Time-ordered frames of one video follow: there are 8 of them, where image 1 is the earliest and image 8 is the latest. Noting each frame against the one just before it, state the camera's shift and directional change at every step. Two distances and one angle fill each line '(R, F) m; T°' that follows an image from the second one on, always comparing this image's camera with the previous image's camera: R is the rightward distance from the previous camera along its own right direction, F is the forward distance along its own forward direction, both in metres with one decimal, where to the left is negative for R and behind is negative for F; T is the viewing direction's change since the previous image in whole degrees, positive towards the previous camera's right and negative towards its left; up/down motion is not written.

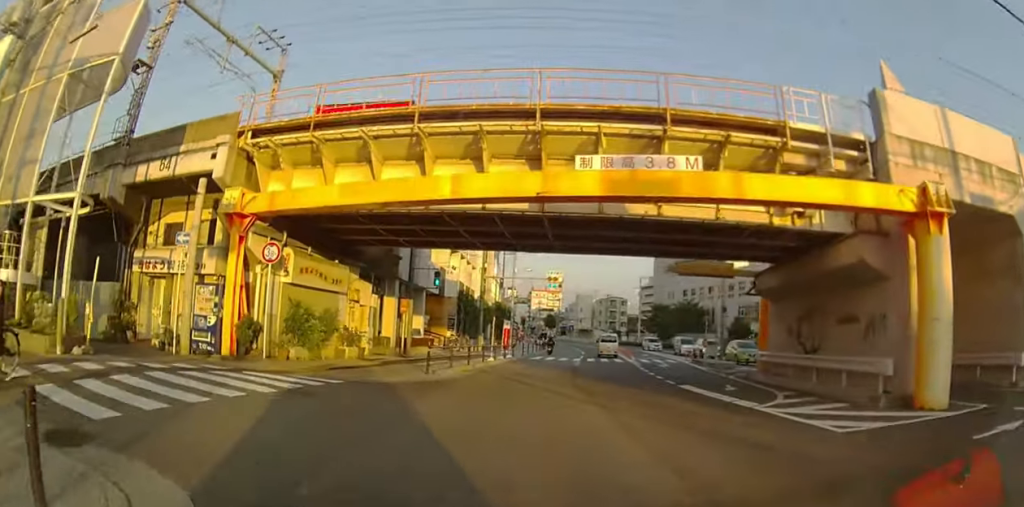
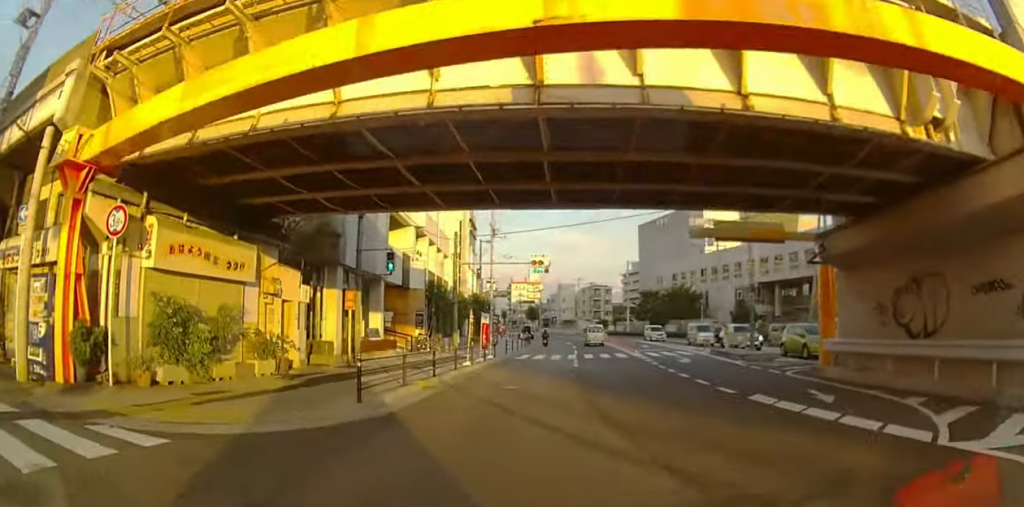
(0.0, +6.1) m; +3°
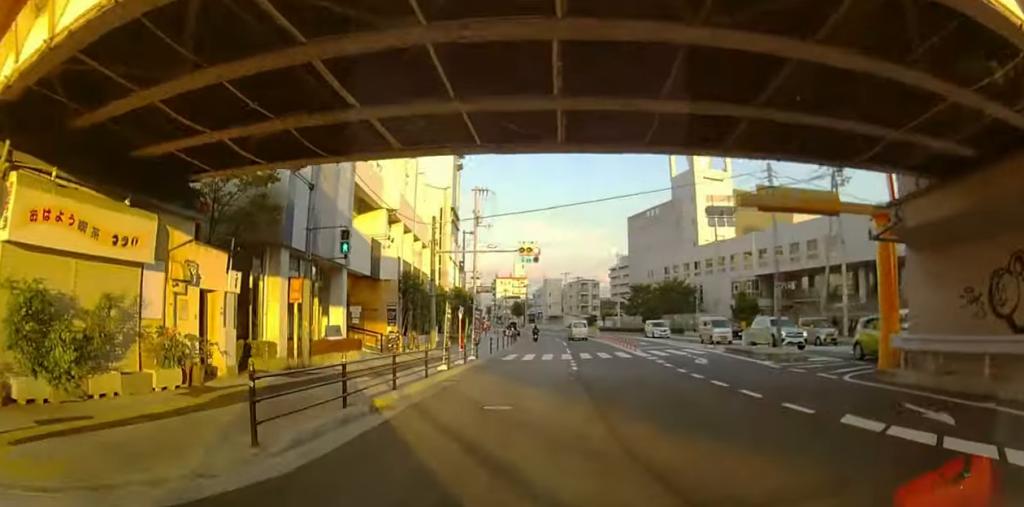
(+0.1, +3.7) m; +2°
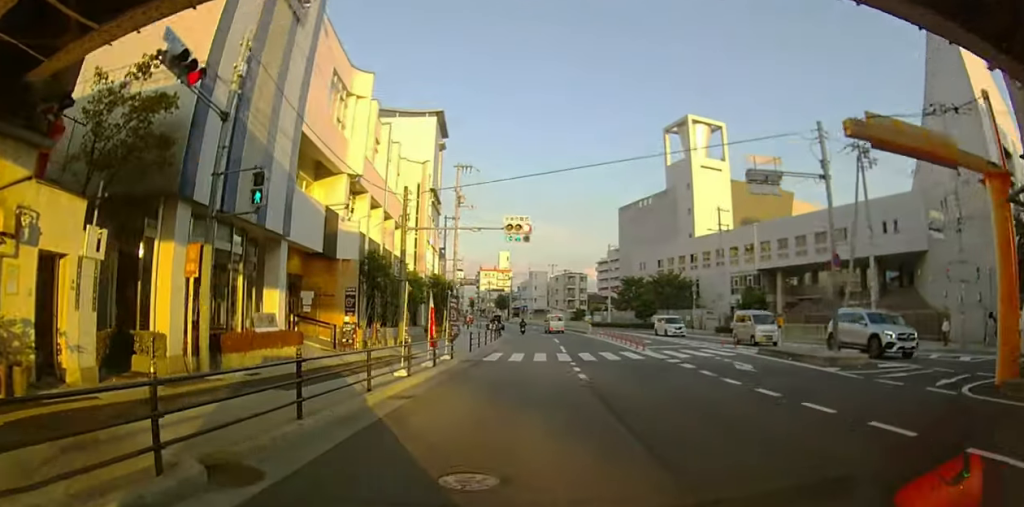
(+0.1, +4.9) m; +1°
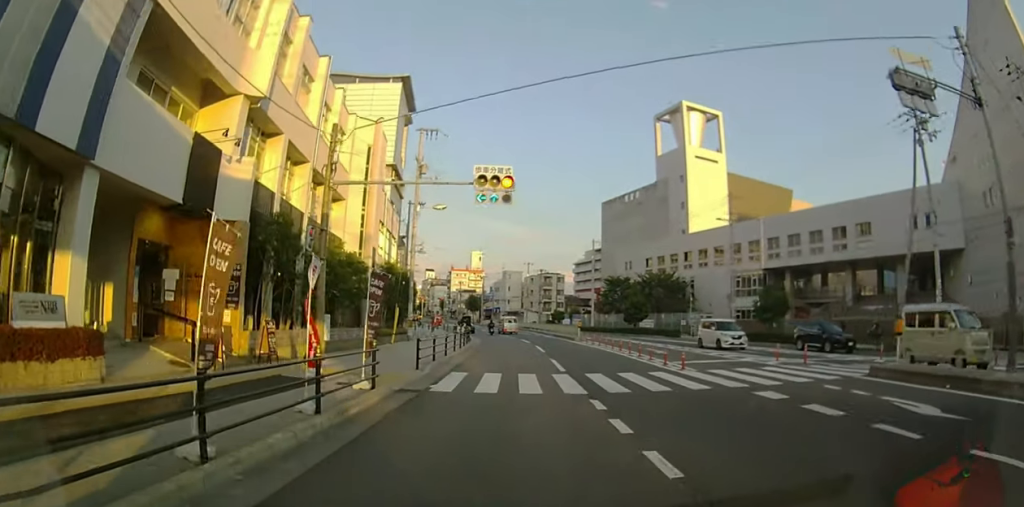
(+0.1, +8.0) m; +1°
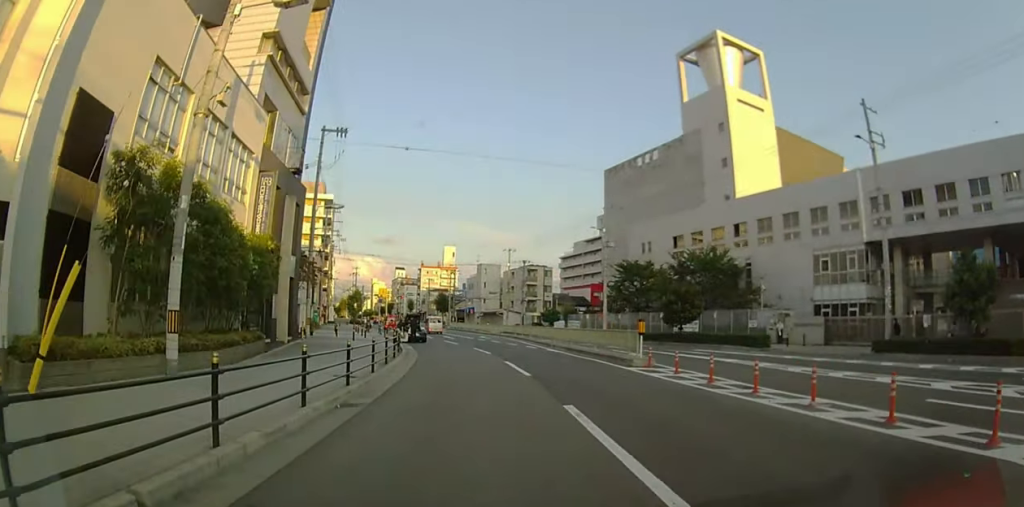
(0.0, +21.4) m; 0°
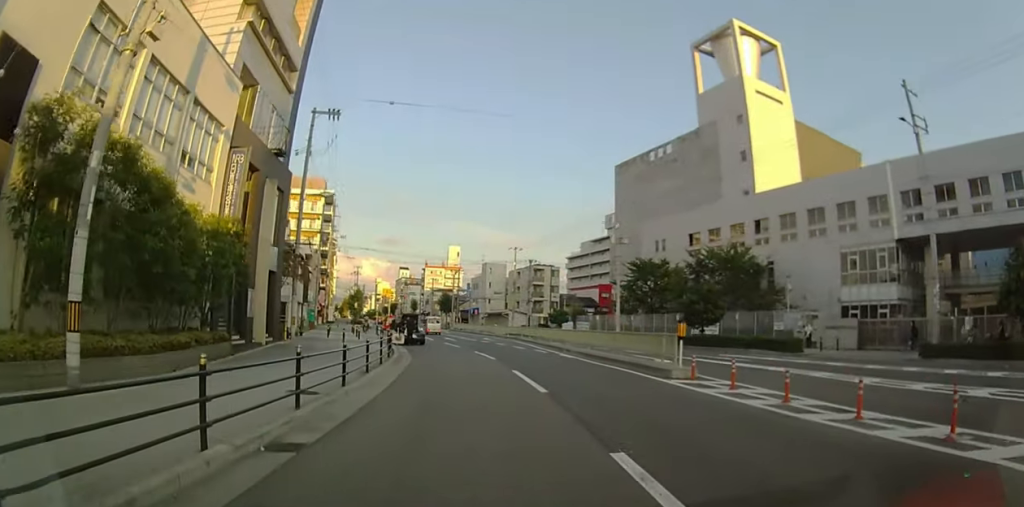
(0.0, +3.1) m; 0°
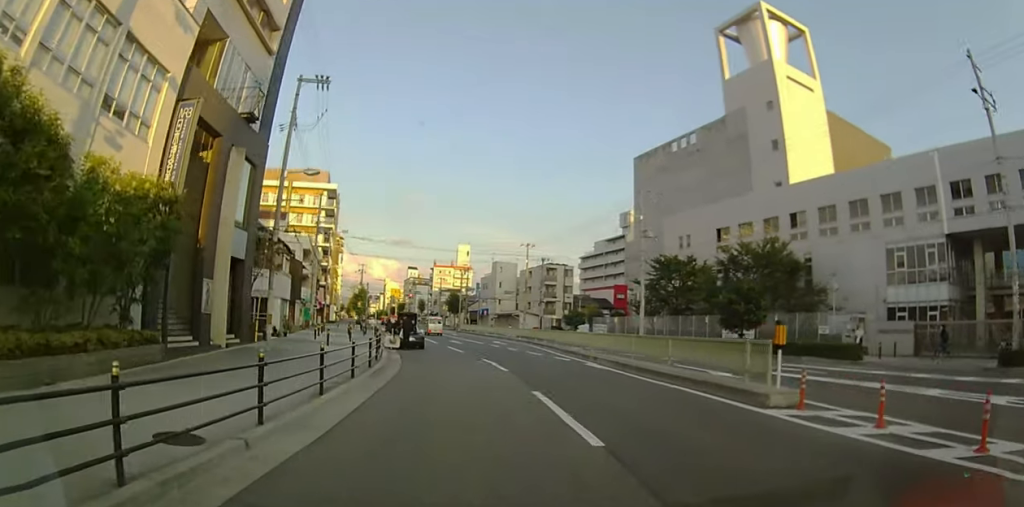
(0.0, +4.3) m; 0°
